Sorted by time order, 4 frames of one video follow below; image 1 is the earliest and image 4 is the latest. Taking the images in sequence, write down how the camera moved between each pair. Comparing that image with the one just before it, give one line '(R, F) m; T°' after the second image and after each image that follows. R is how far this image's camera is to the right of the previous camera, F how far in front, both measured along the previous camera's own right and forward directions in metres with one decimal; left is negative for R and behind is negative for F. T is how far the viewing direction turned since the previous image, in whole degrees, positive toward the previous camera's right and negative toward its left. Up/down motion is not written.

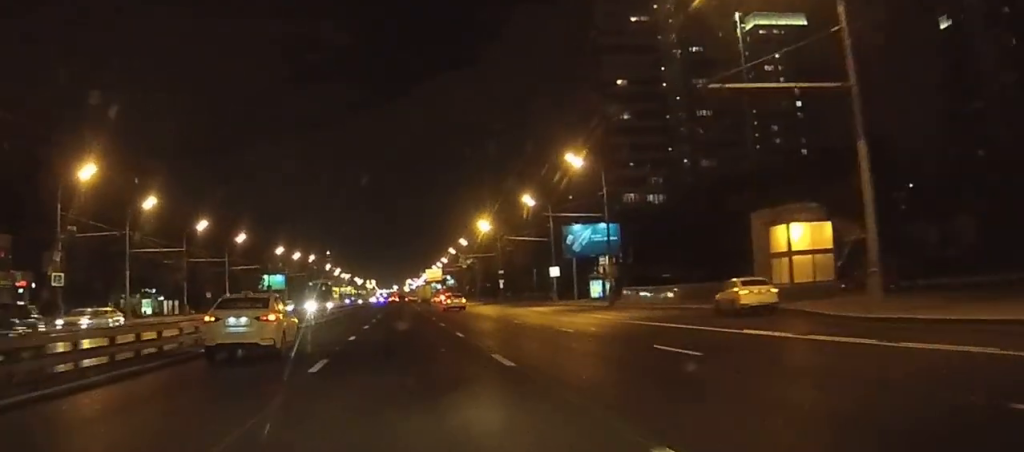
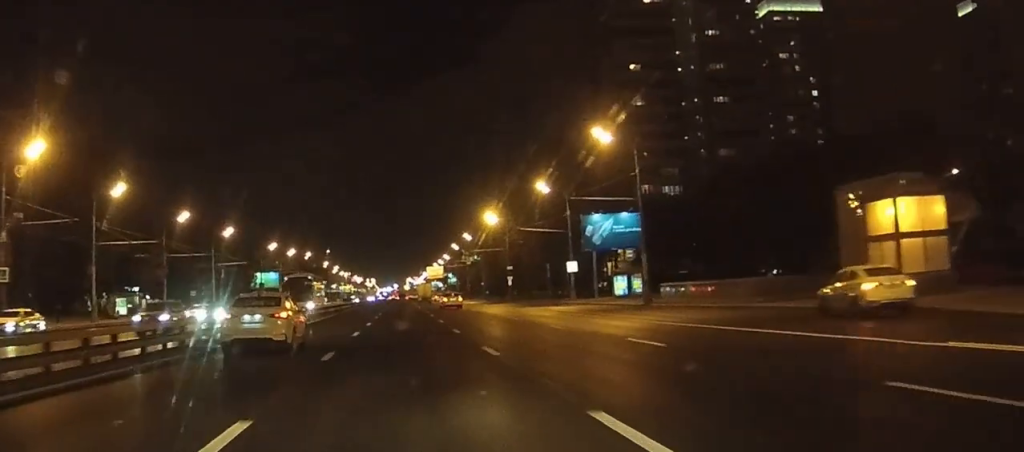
(0.0, +9.7) m; 0°
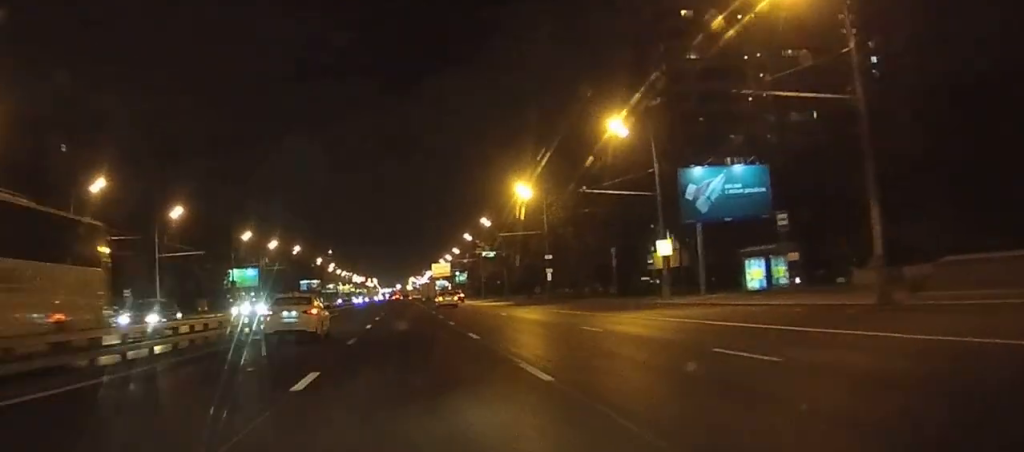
(0.0, +29.5) m; 0°
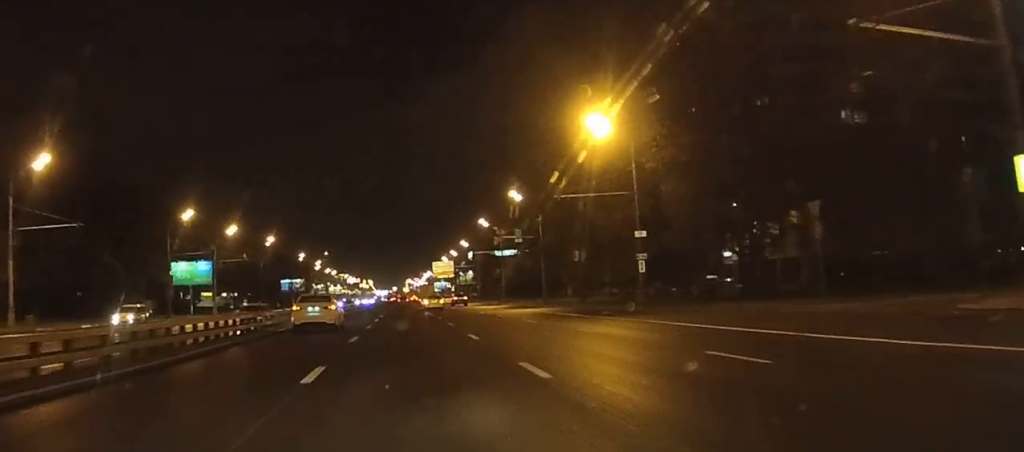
(0.0, +35.0) m; 0°
